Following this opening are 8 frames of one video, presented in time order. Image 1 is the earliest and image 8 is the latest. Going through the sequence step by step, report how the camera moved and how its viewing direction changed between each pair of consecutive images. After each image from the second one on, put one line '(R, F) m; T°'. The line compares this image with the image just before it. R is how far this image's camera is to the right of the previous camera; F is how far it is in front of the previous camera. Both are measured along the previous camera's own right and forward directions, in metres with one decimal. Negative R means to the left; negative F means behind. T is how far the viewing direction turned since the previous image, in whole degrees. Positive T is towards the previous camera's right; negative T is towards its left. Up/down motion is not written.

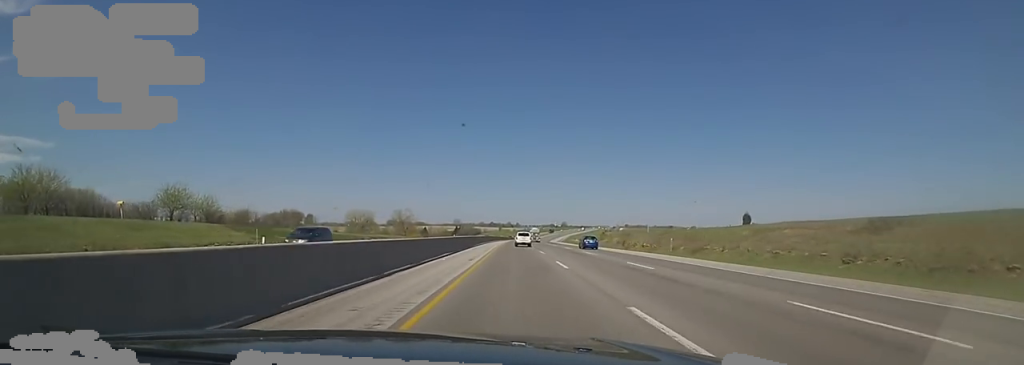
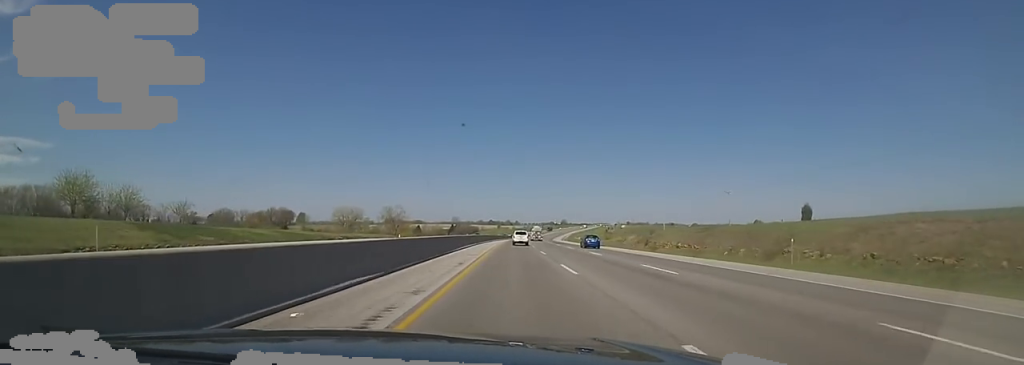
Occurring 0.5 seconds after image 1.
(-0.2, +18.5) m; 0°
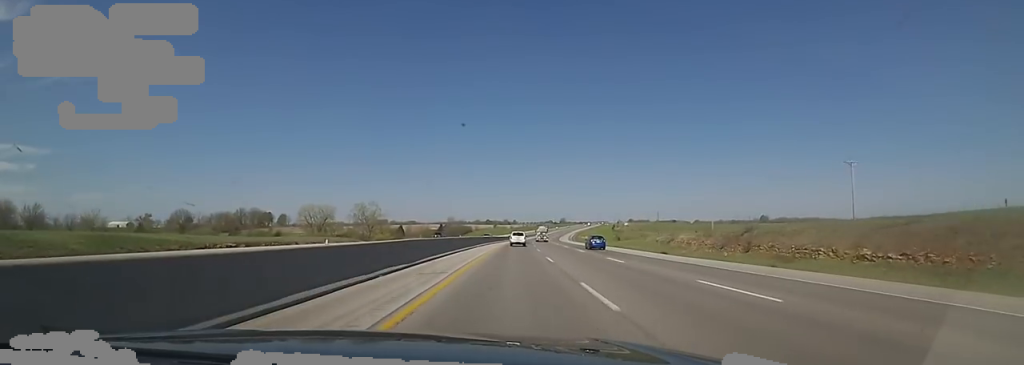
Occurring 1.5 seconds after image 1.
(-0.6, +38.2) m; 0°
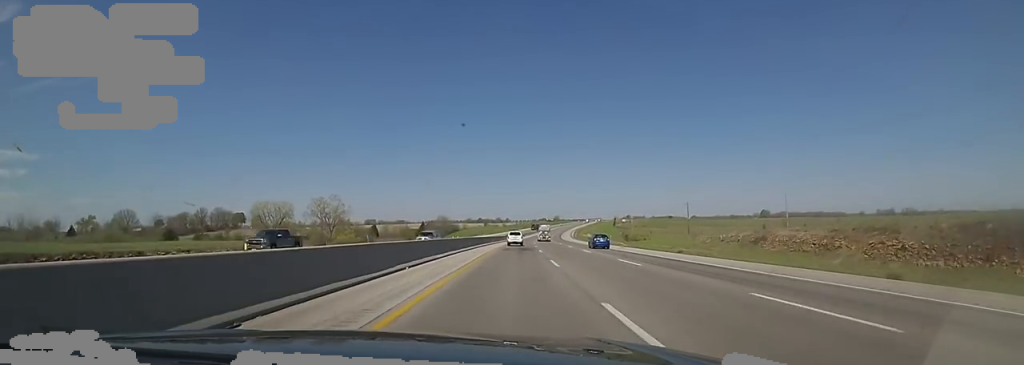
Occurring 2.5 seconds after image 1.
(+0.7, +34.3) m; 0°
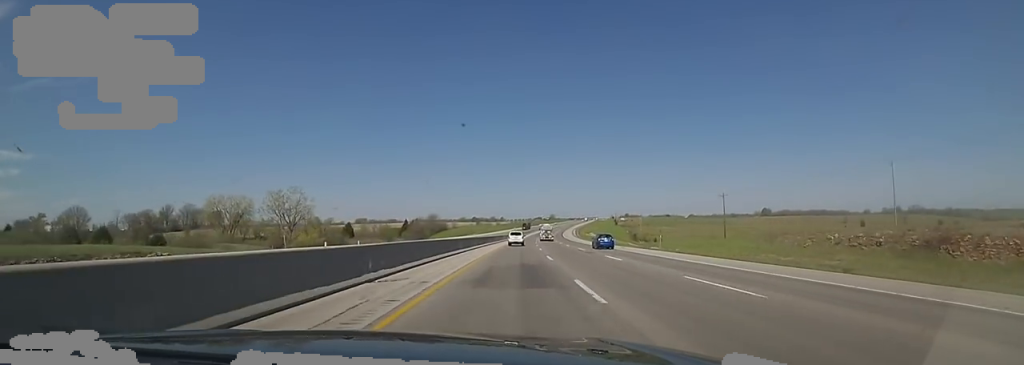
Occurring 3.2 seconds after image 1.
(-1.1, +25.7) m; 0°
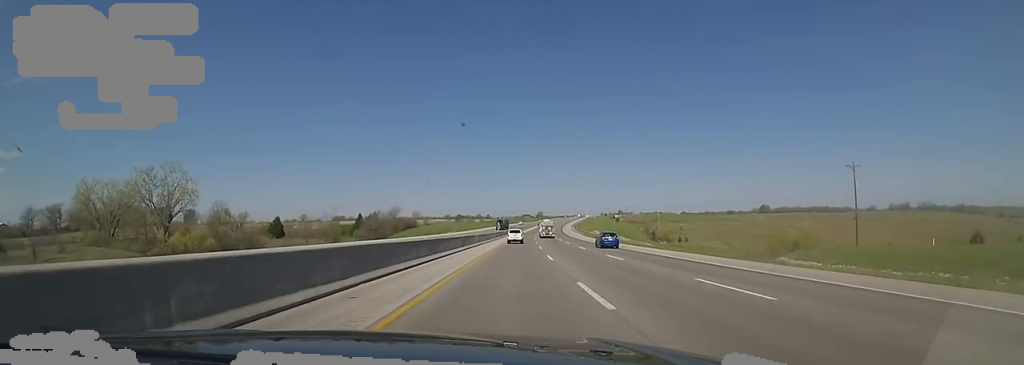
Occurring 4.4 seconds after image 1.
(+2.6, +46.6) m; +5°
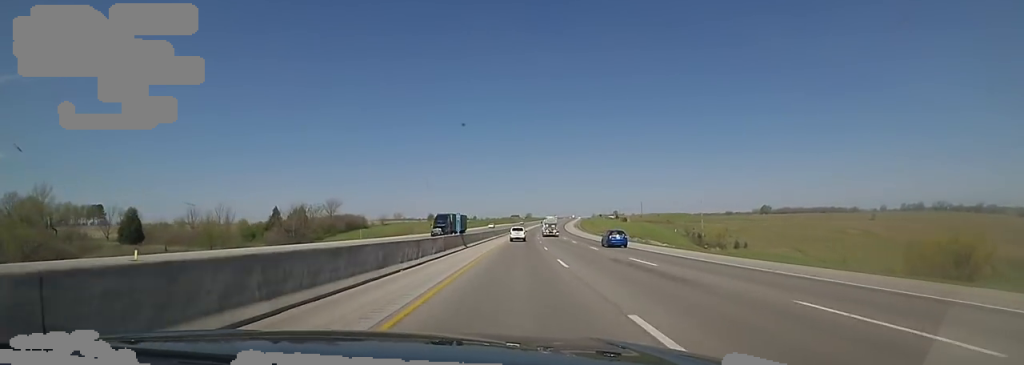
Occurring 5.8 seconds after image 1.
(0.0, +51.7) m; 0°
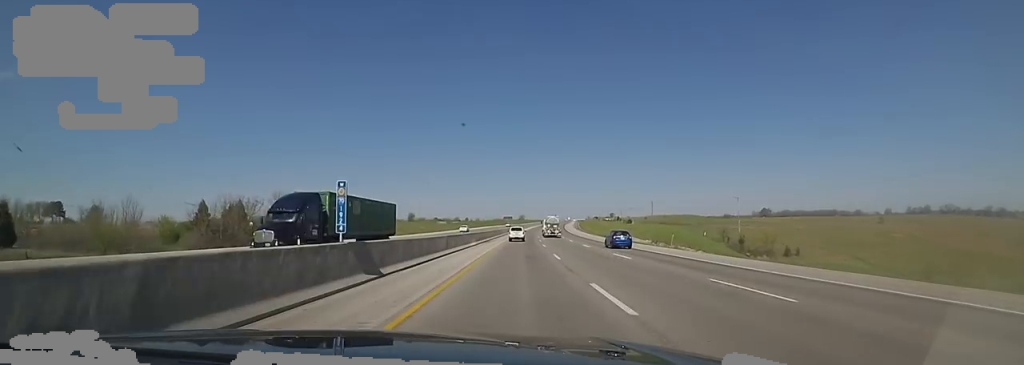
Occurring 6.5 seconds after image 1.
(0.0, +25.7) m; 0°
